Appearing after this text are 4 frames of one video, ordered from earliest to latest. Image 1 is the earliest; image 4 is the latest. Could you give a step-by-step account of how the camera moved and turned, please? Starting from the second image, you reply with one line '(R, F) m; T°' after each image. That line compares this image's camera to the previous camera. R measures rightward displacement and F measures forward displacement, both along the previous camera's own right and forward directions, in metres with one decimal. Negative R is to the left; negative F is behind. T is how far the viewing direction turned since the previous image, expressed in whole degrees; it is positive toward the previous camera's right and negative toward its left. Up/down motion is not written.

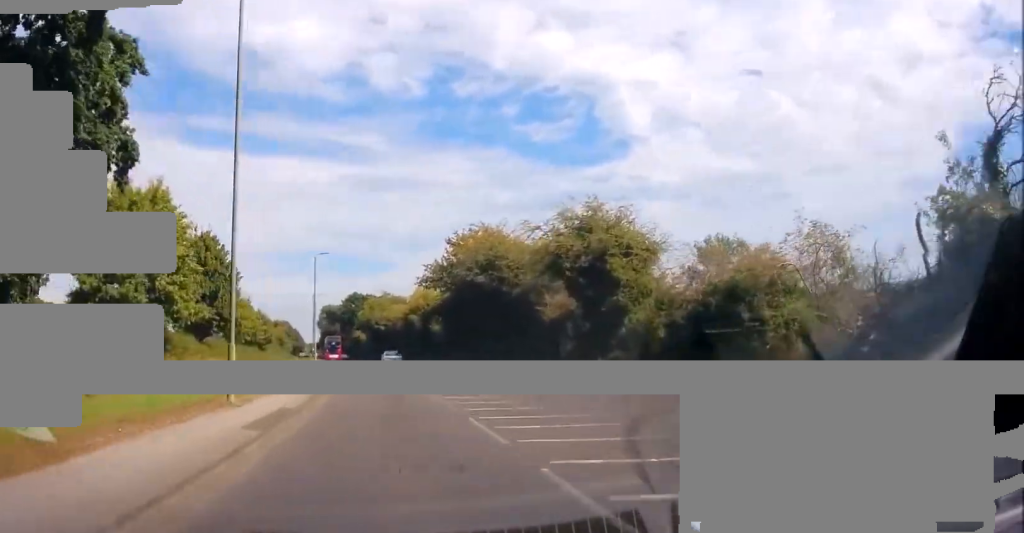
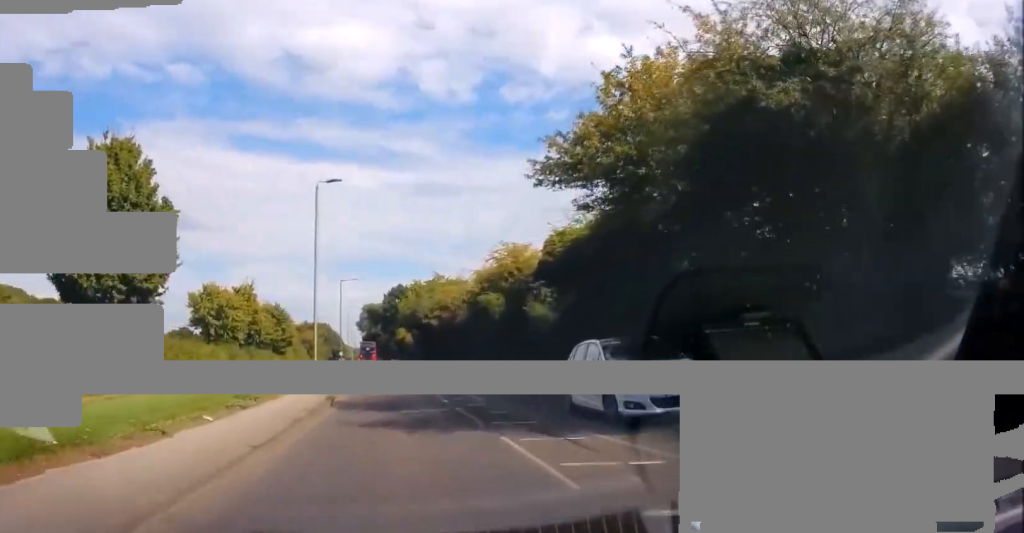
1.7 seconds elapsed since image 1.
(-0.9, +26.8) m; -4°
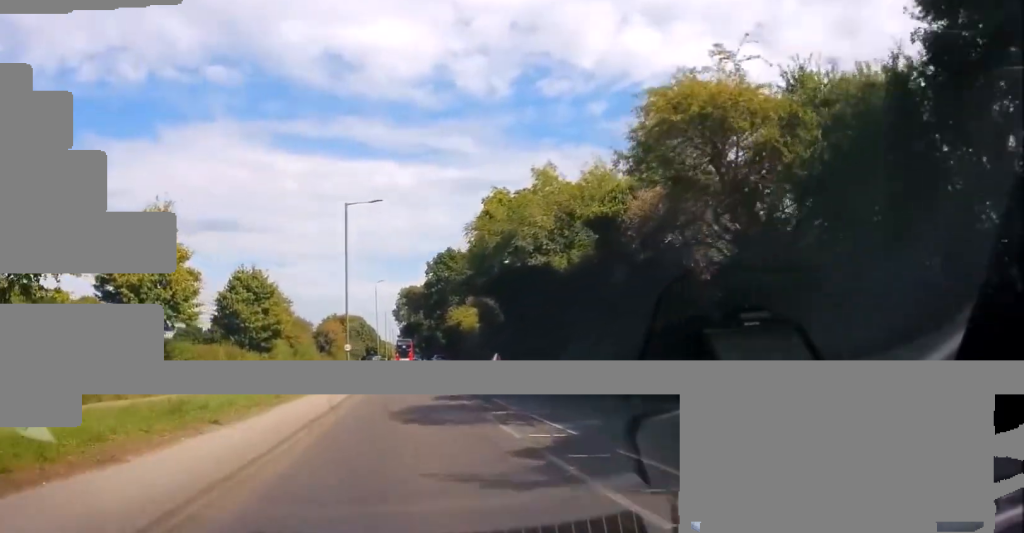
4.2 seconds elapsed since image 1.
(-0.9, +38.1) m; -3°
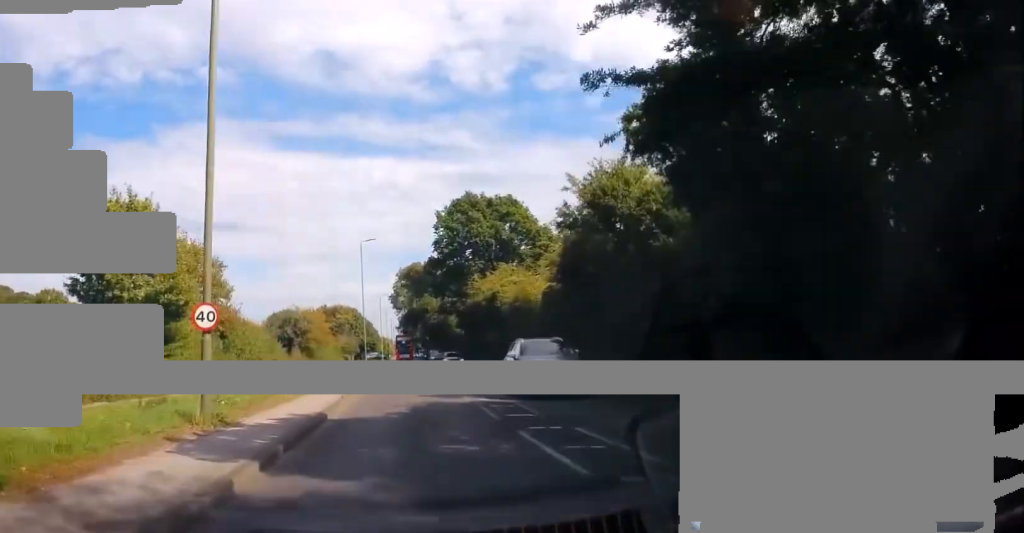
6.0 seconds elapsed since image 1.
(-0.4, +27.7) m; -1°
